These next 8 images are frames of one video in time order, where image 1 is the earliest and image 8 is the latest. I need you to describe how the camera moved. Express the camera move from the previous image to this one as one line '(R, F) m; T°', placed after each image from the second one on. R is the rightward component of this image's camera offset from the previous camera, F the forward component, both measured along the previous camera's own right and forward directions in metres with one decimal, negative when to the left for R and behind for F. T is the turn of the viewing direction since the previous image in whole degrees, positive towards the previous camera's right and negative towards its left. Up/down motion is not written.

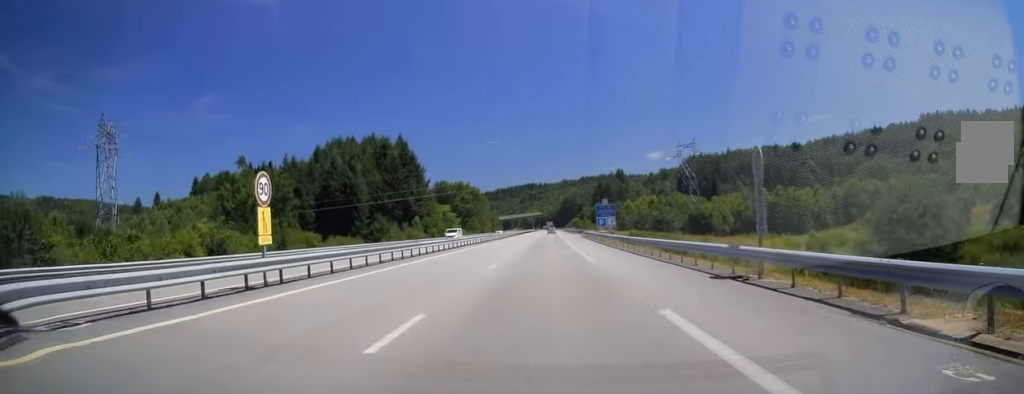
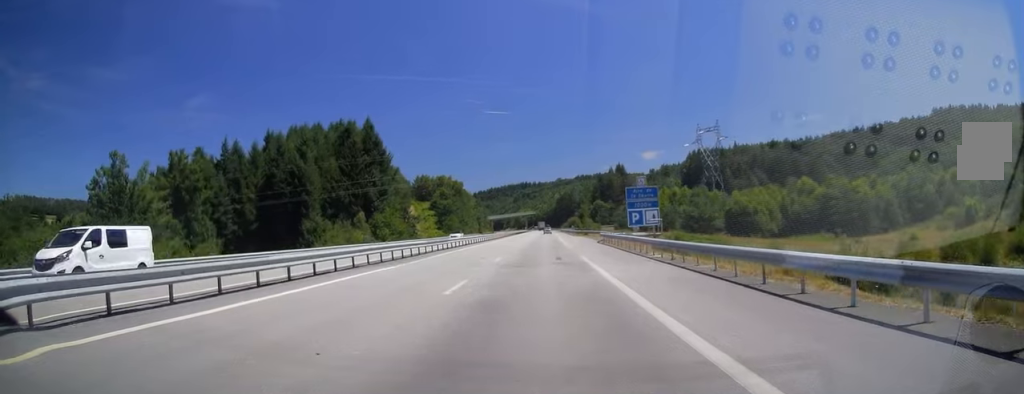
(+0.5, +32.9) m; 0°
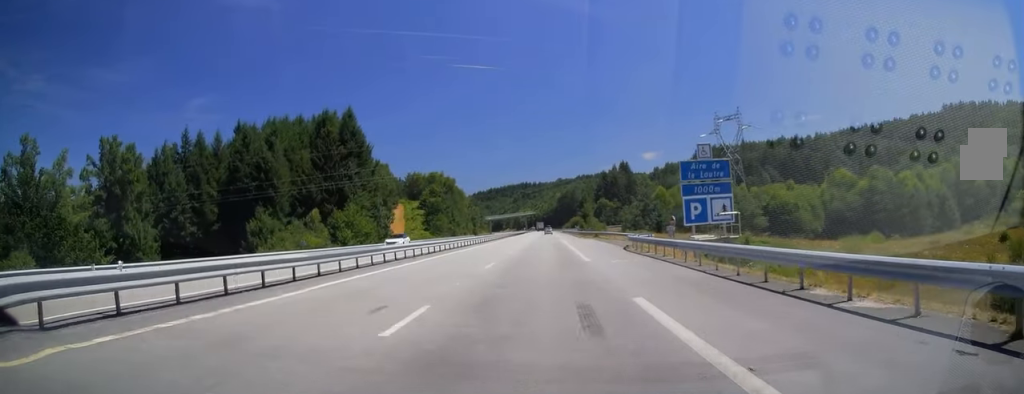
(-0.2, +17.7) m; 0°
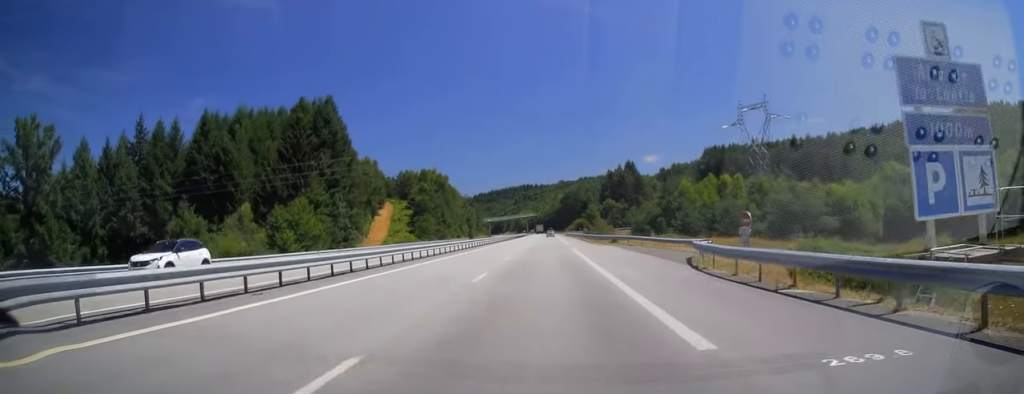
(-0.1, +17.2) m; 0°
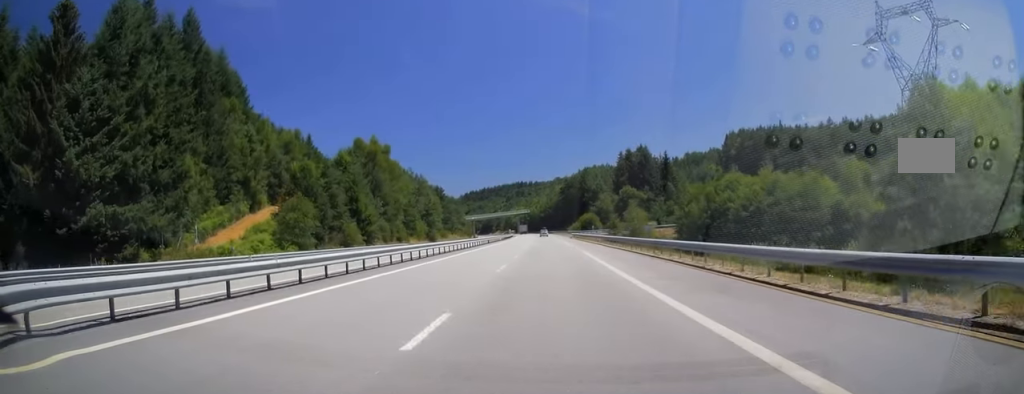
(+0.7, +61.5) m; +1°
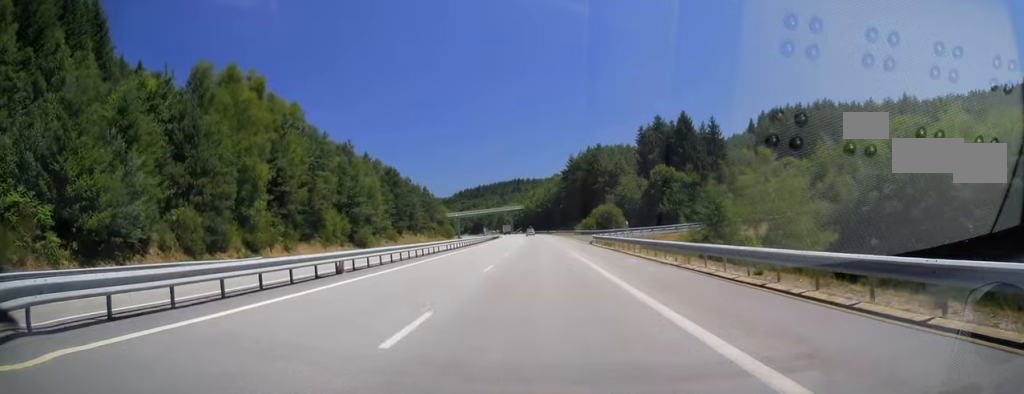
(-0.1, +51.3) m; 0°
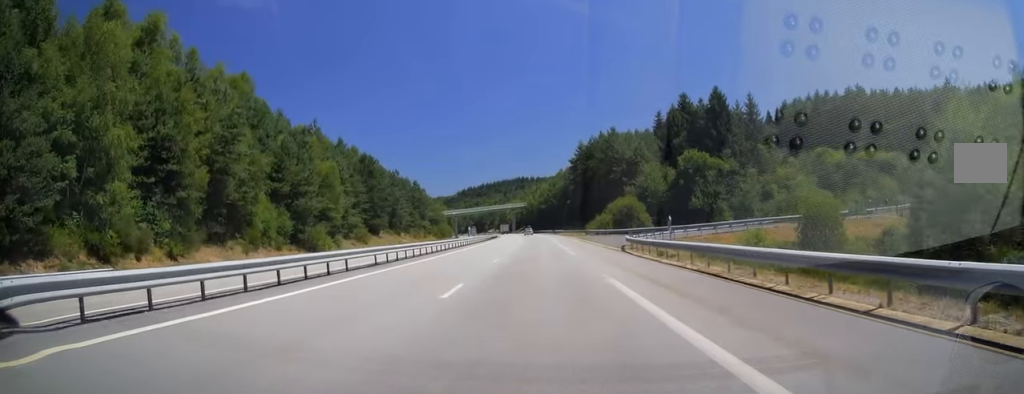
(0.0, +20.5) m; 0°
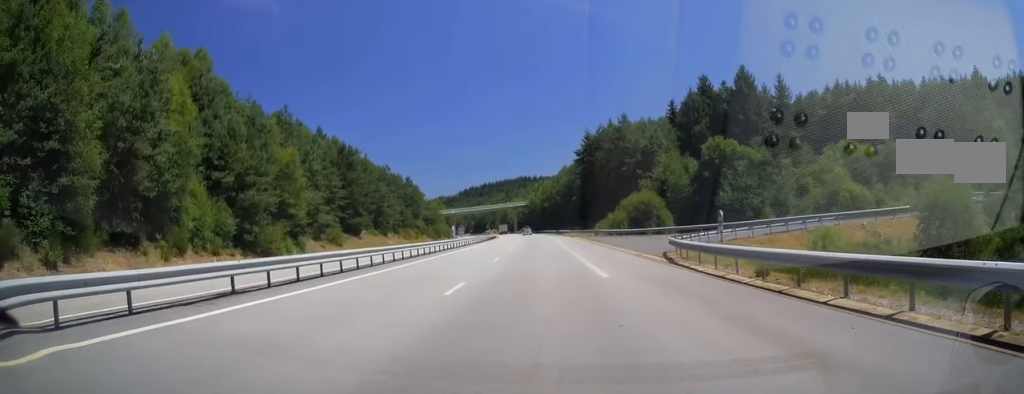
(0.0, +12.5) m; 0°
